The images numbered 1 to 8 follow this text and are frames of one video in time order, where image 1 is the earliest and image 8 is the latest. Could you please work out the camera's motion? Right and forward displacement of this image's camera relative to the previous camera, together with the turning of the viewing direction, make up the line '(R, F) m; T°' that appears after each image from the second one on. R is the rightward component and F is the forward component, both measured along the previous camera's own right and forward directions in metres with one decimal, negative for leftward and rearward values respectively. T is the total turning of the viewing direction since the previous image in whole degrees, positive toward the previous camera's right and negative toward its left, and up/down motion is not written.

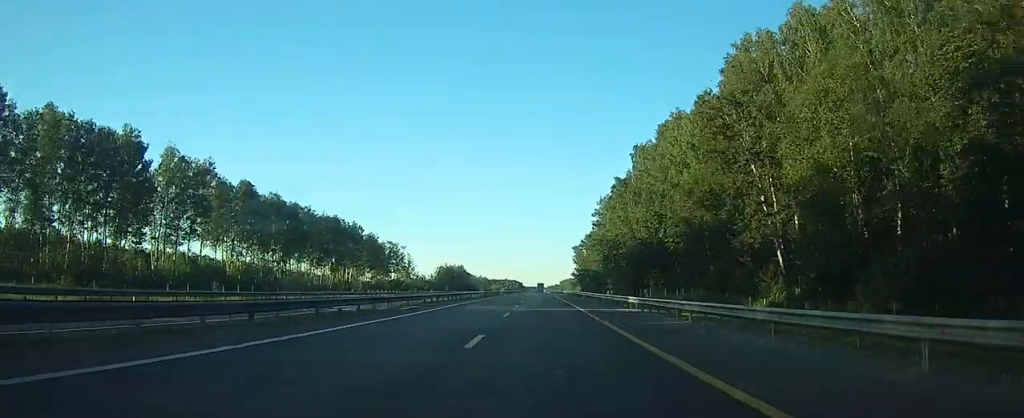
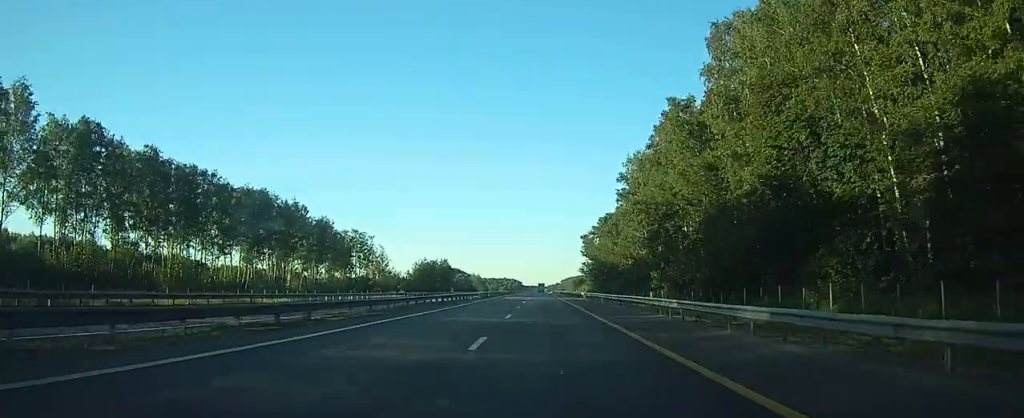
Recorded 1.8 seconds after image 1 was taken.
(0.0, +47.5) m; 0°
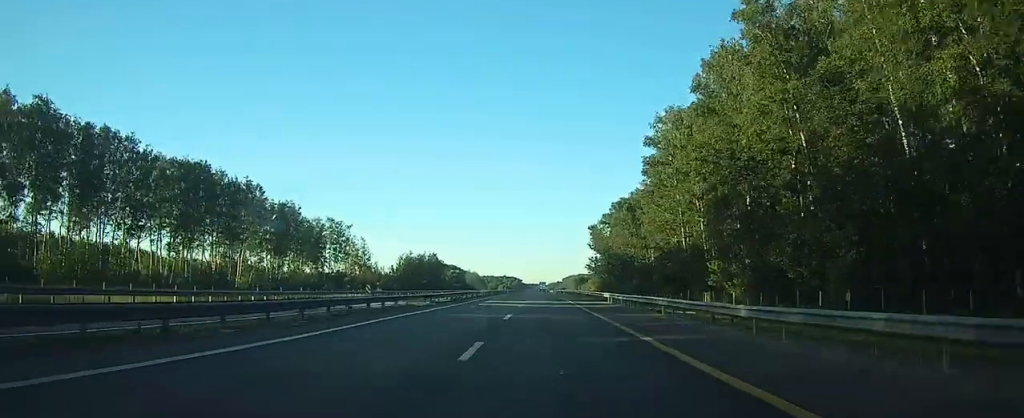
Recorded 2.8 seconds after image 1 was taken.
(-0.1, +25.4) m; 0°
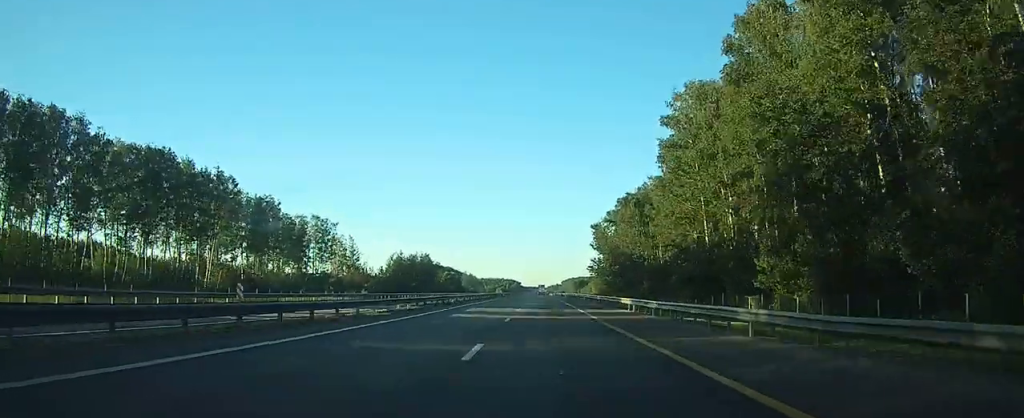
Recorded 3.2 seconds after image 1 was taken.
(0.0, +11.5) m; 0°
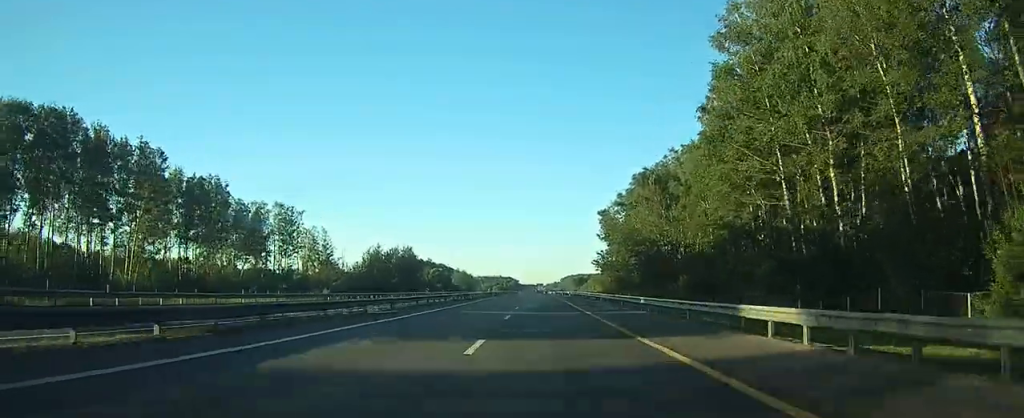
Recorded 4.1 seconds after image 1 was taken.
(0.0, +23.2) m; 0°
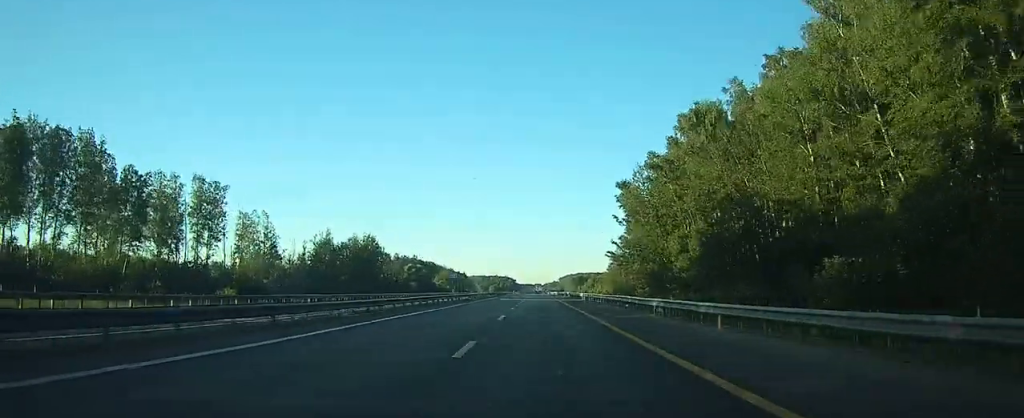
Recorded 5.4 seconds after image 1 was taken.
(+0.2, +36.2) m; +1°
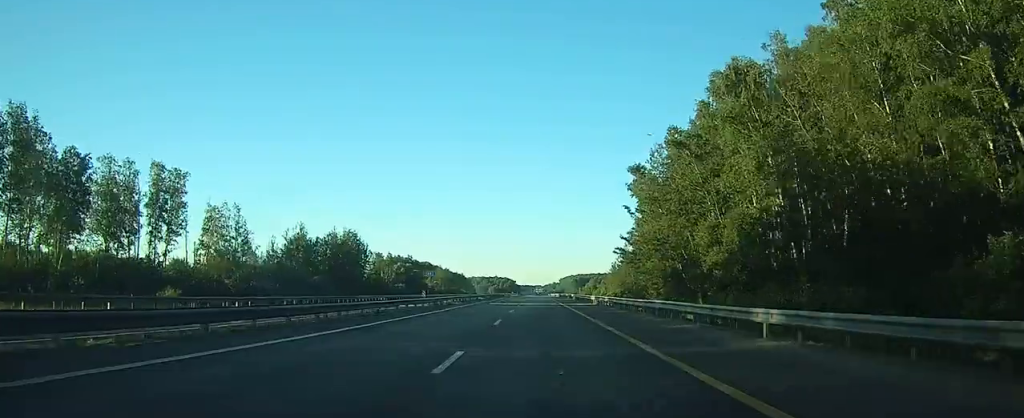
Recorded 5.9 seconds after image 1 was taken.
(0.0, +13.8) m; 0°
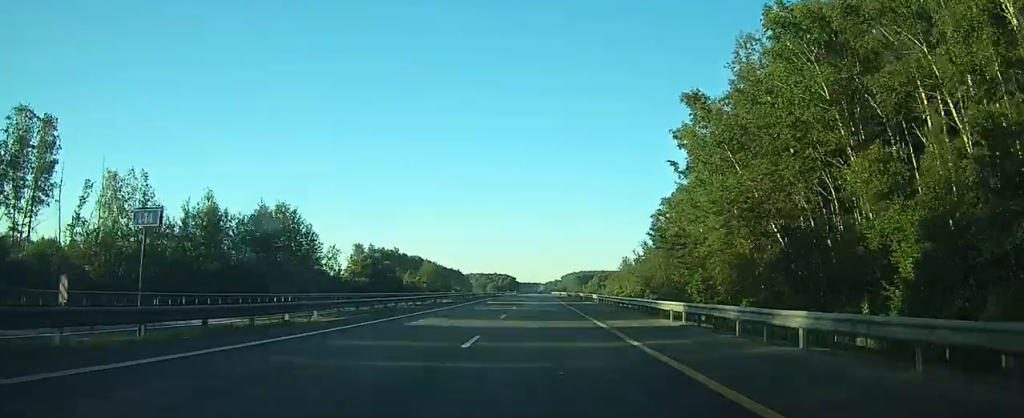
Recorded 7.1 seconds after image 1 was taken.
(0.0, +32.4) m; 0°
